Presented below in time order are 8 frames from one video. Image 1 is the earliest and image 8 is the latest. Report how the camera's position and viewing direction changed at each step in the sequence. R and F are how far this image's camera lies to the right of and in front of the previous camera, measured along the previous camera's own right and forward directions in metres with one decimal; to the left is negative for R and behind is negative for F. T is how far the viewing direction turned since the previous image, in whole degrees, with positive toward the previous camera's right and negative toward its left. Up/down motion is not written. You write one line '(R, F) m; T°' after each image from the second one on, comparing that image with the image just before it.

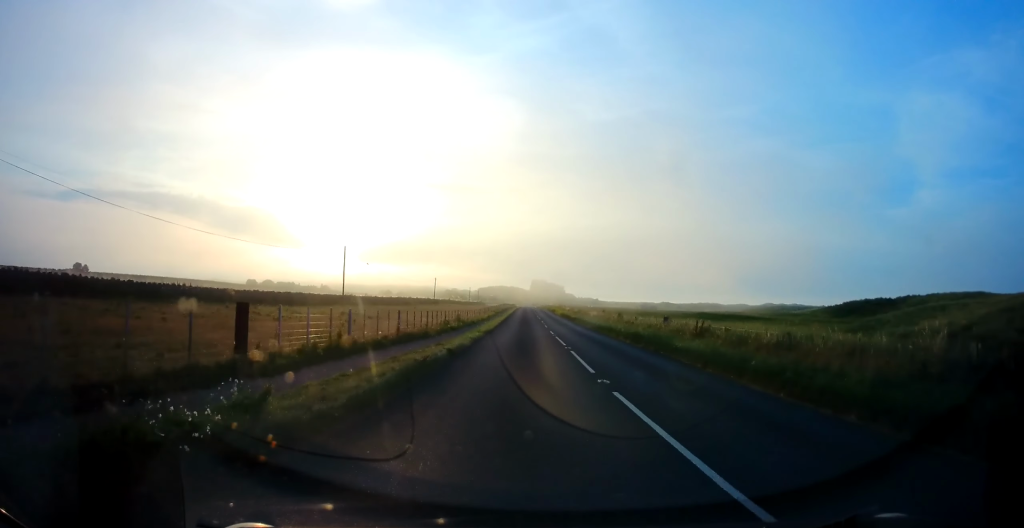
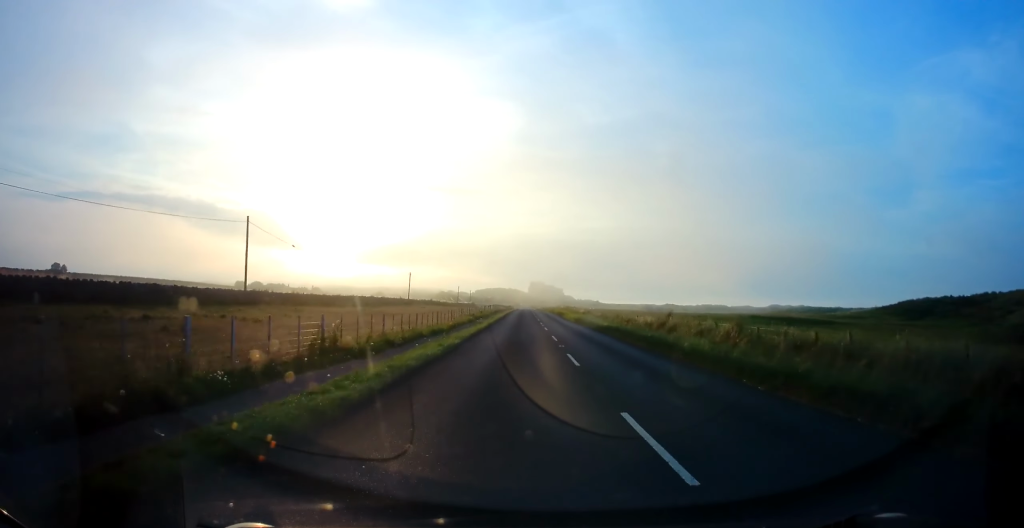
(0.0, +30.1) m; +1°
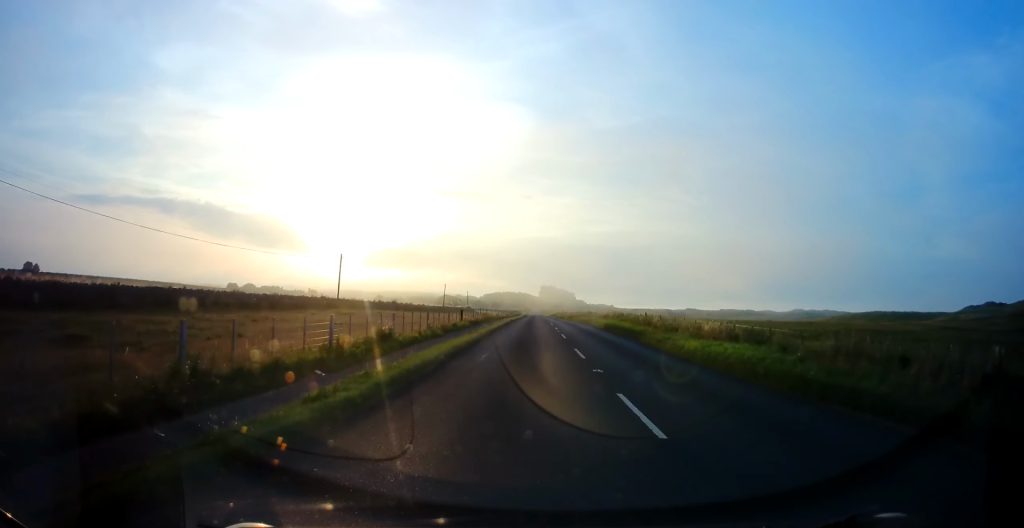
(+0.4, +30.7) m; +1°
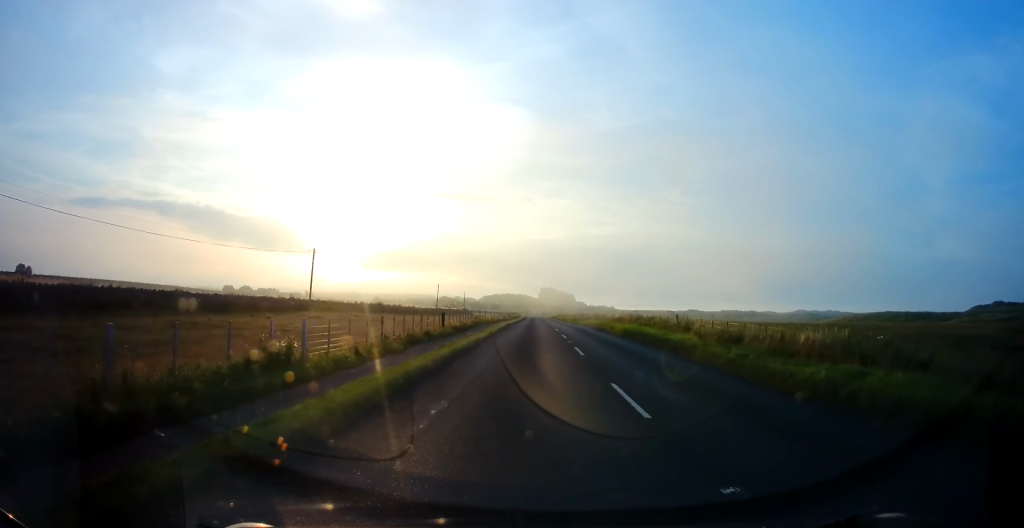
(-0.1, +8.7) m; -1°
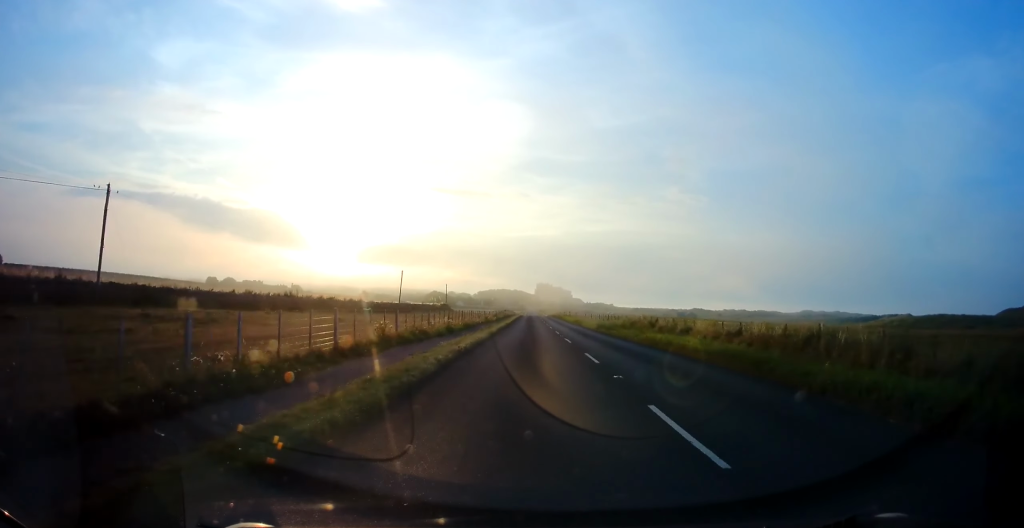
(-0.5, +31.1) m; -1°
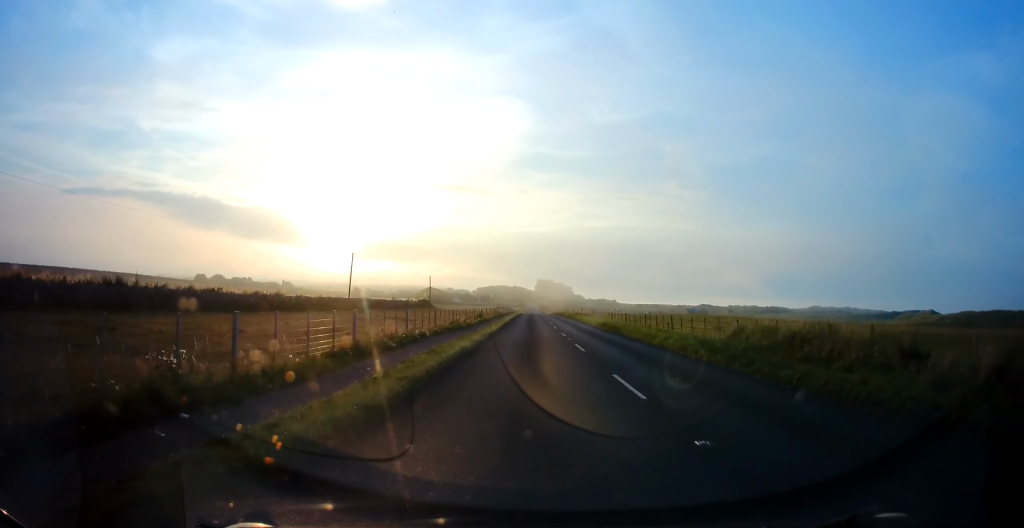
(+0.2, +24.0) m; +1°
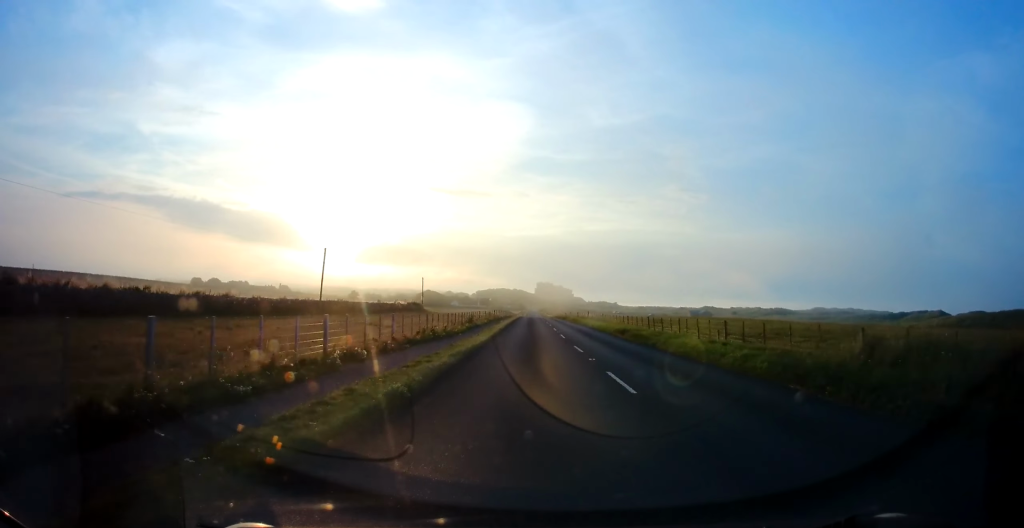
(-0.1, +8.4) m; 0°
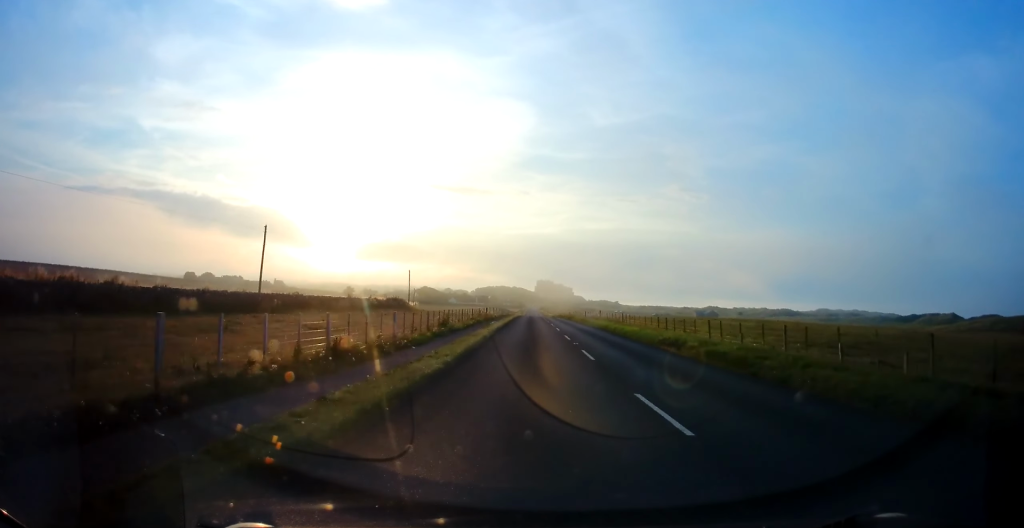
(+0.3, +12.2) m; 0°
